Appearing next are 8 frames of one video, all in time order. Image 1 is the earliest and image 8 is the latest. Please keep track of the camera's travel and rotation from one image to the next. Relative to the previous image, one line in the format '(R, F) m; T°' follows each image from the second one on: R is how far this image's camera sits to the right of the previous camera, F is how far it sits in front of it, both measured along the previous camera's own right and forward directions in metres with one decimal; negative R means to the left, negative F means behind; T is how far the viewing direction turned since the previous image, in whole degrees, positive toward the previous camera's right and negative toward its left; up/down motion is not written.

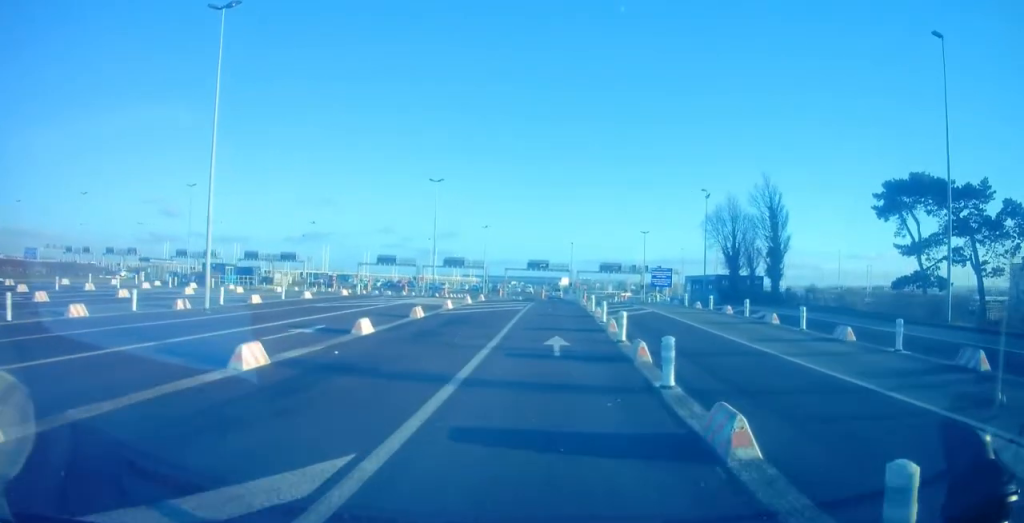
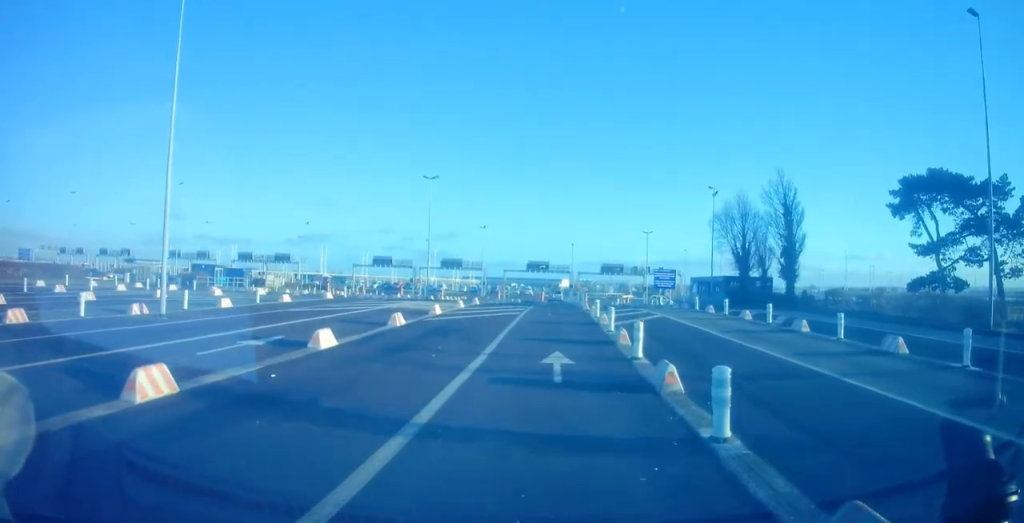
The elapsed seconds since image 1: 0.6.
(0.0, +2.6) m; 0°
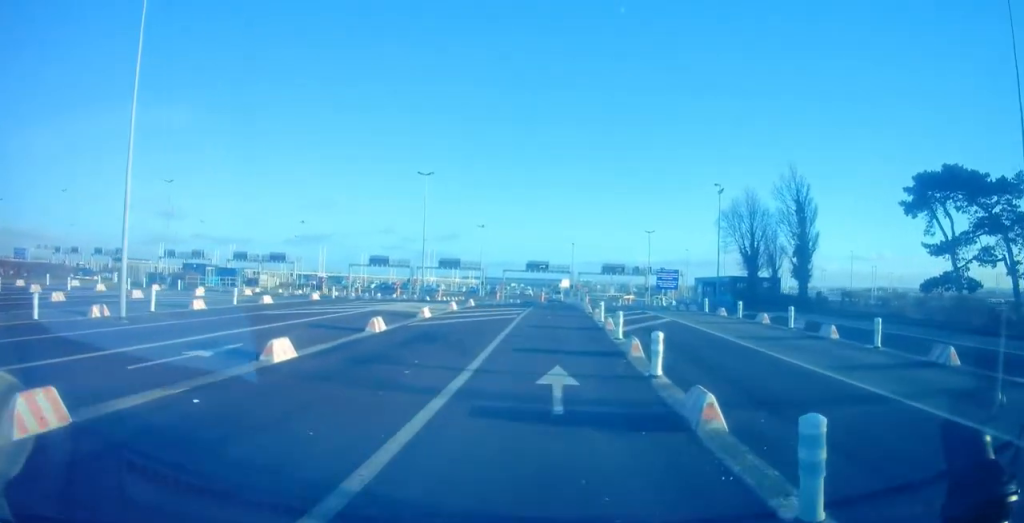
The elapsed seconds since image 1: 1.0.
(0.0, +2.0) m; 0°
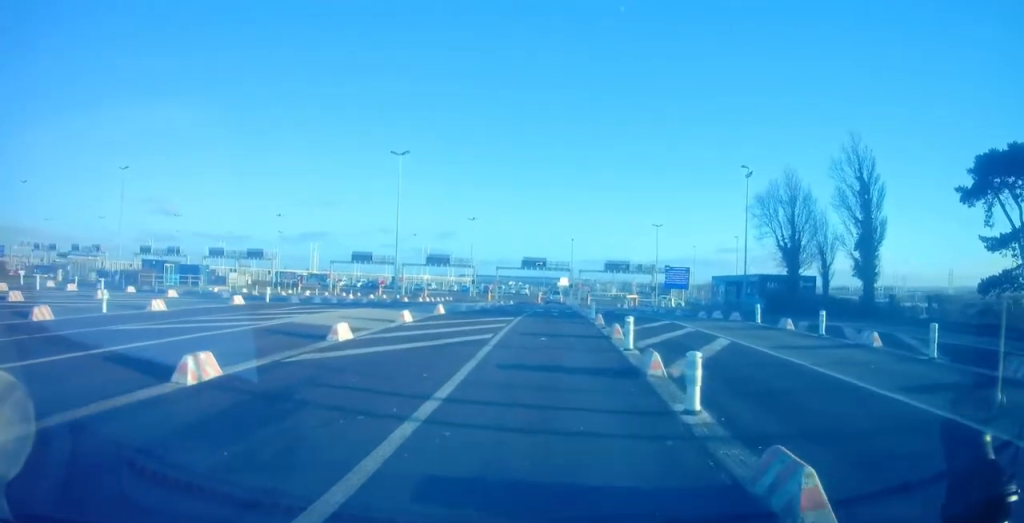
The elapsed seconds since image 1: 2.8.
(0.0, +9.0) m; 0°
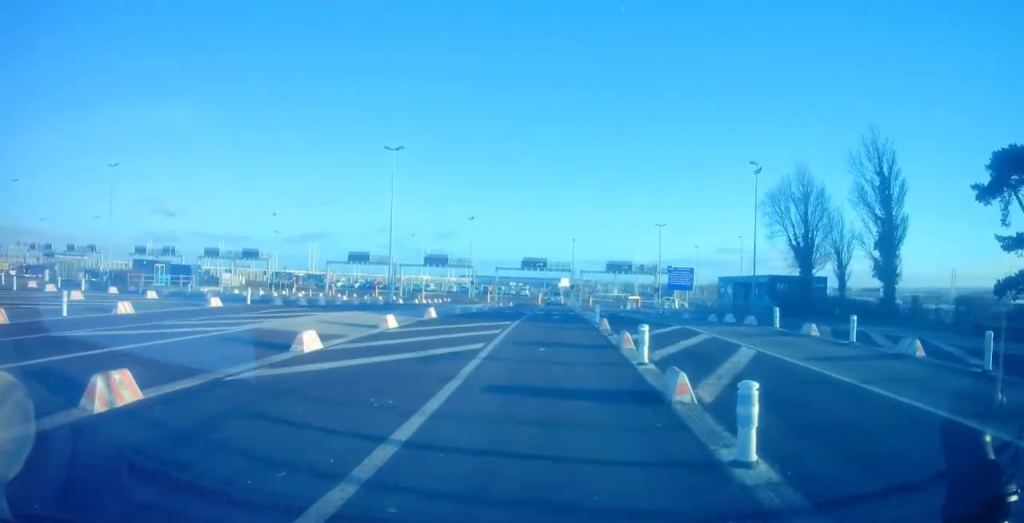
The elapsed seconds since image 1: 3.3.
(0.0, +2.2) m; +1°
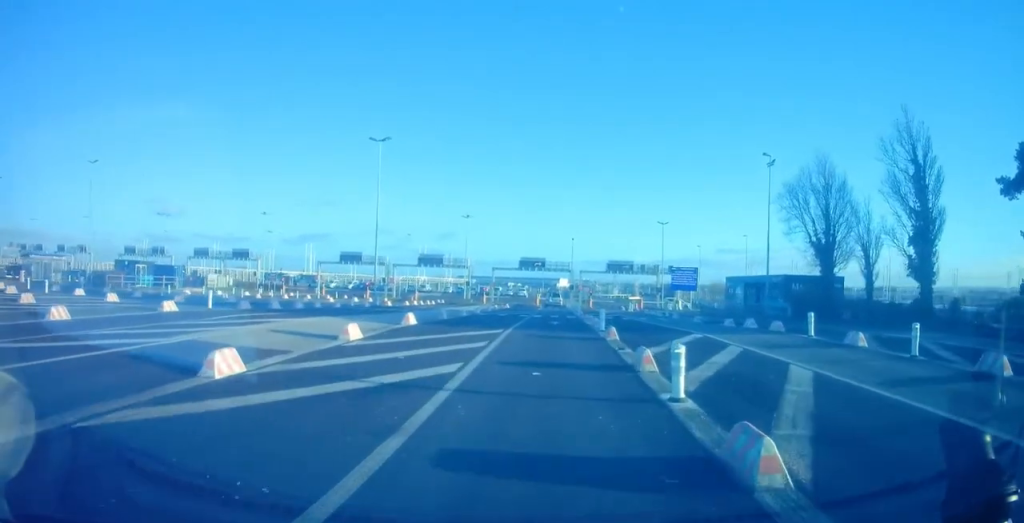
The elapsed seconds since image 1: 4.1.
(0.0, +3.5) m; +2°
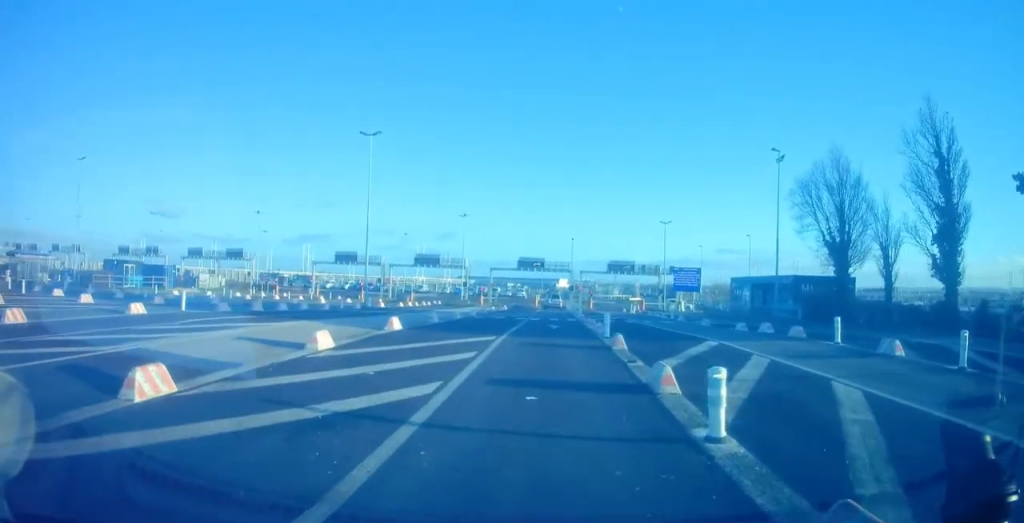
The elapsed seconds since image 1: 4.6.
(+0.1, +2.0) m; +2°
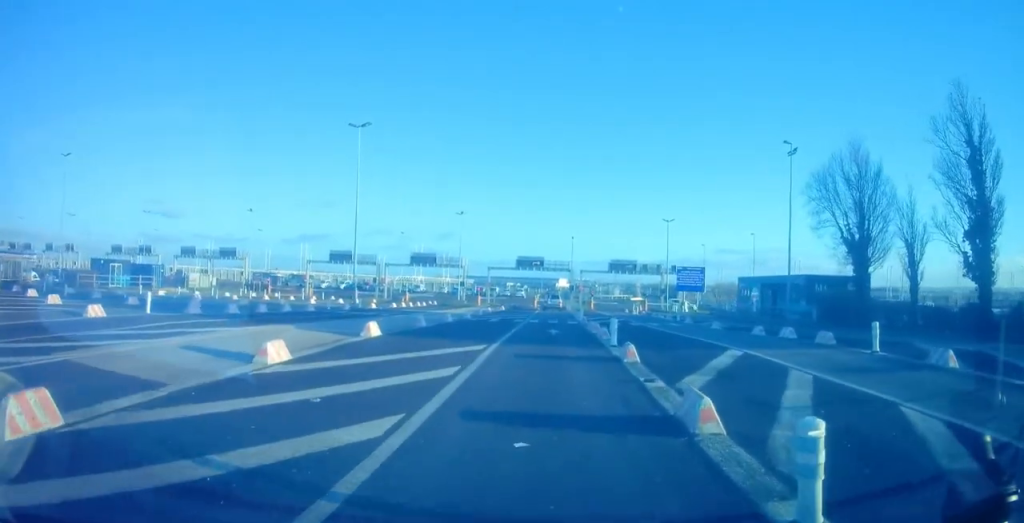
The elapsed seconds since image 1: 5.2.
(0.0, +2.4) m; 0°
